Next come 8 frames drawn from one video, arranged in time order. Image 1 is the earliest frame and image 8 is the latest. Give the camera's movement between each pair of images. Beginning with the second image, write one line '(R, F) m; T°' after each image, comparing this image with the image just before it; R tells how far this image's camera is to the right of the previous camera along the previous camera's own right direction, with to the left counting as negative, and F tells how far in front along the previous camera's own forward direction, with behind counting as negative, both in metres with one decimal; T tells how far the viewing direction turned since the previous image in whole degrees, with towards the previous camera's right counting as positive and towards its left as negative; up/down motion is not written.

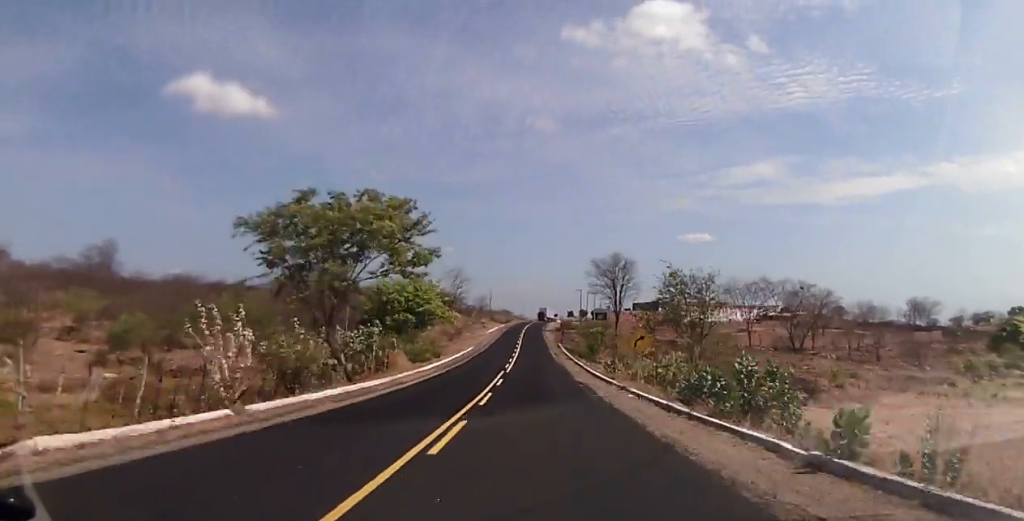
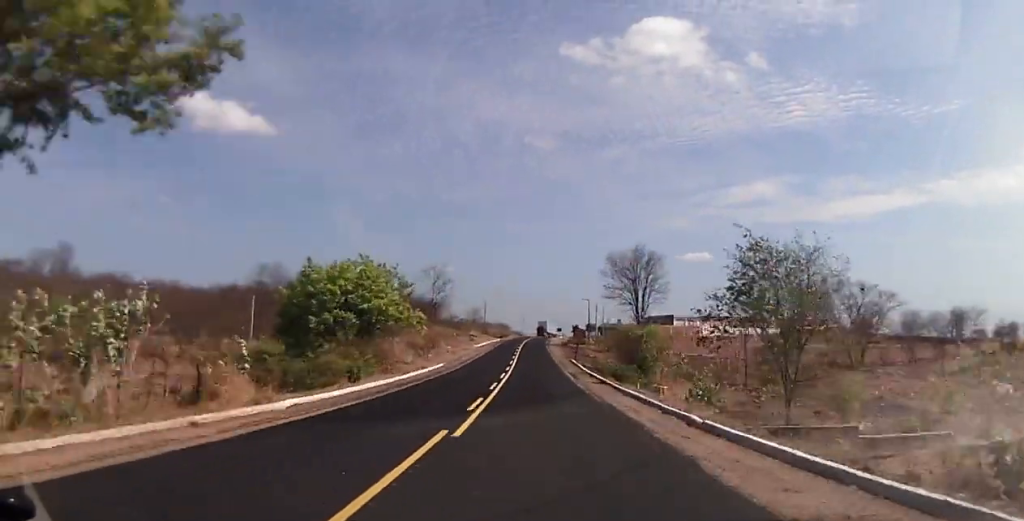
(-0.1, +24.6) m; 0°
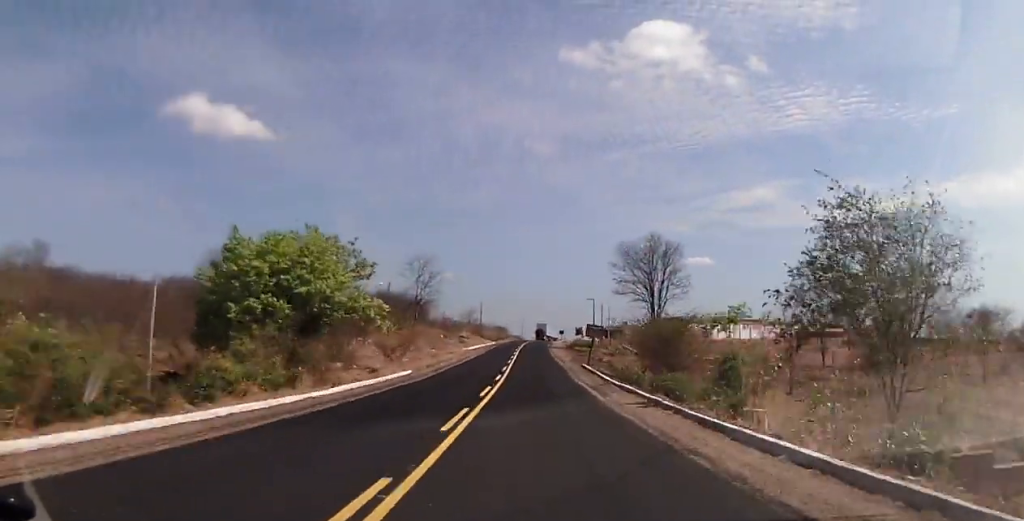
(0.0, +13.2) m; 0°
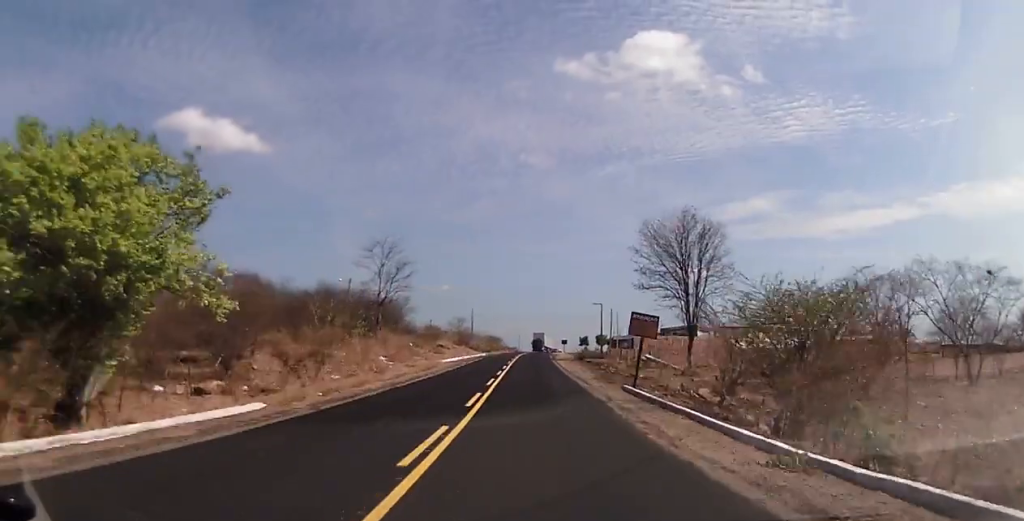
(+0.4, +20.6) m; 0°
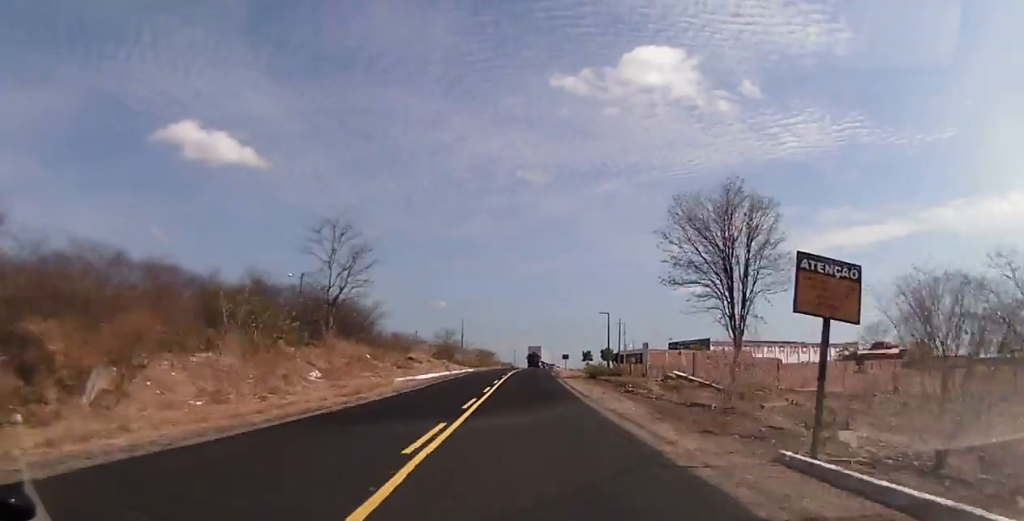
(-0.5, +16.1) m; 0°
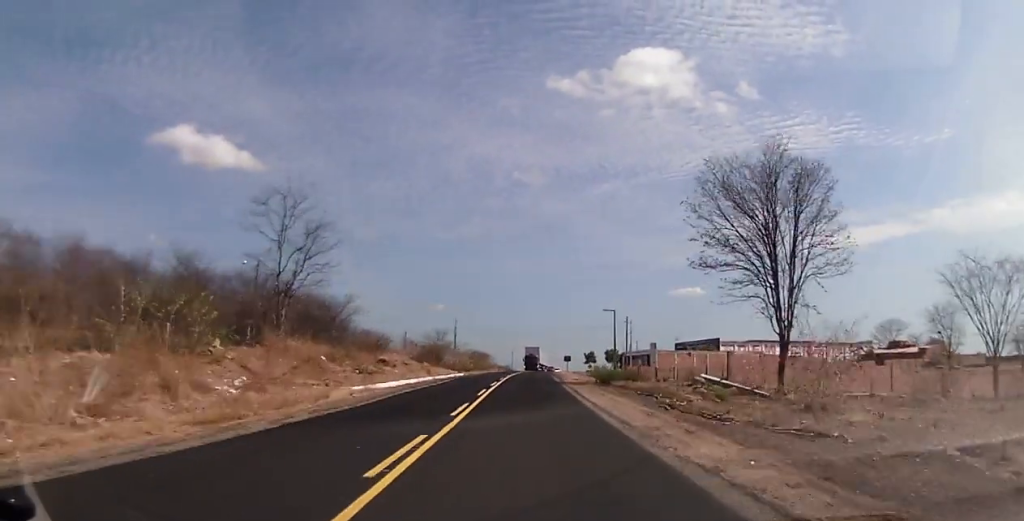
(-0.1, +10.3) m; 0°
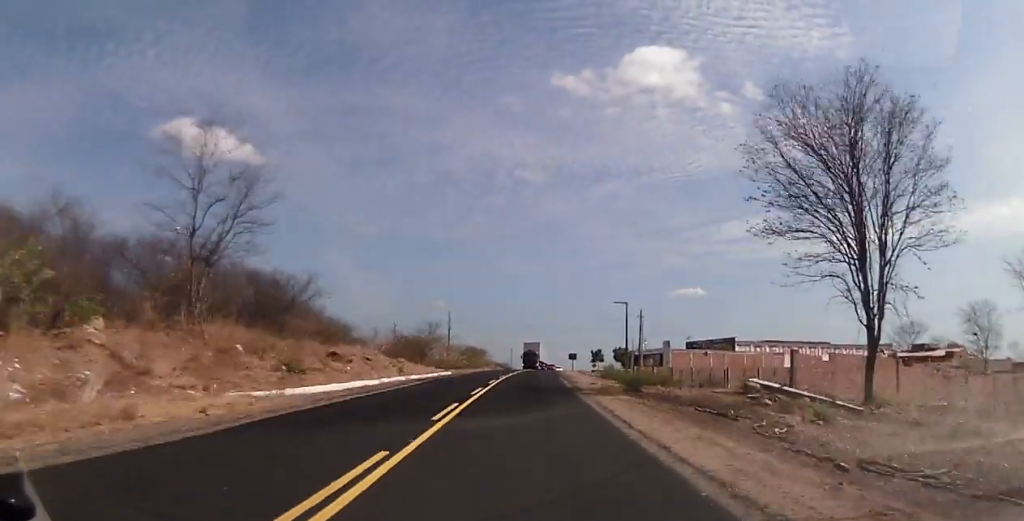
(+0.2, +11.7) m; 0°
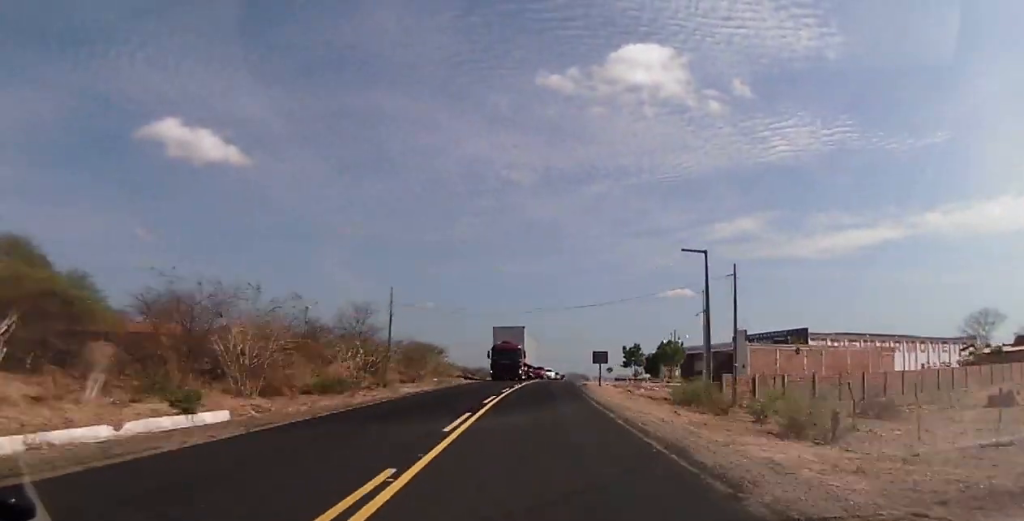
(+0.1, +46.4) m; 0°
